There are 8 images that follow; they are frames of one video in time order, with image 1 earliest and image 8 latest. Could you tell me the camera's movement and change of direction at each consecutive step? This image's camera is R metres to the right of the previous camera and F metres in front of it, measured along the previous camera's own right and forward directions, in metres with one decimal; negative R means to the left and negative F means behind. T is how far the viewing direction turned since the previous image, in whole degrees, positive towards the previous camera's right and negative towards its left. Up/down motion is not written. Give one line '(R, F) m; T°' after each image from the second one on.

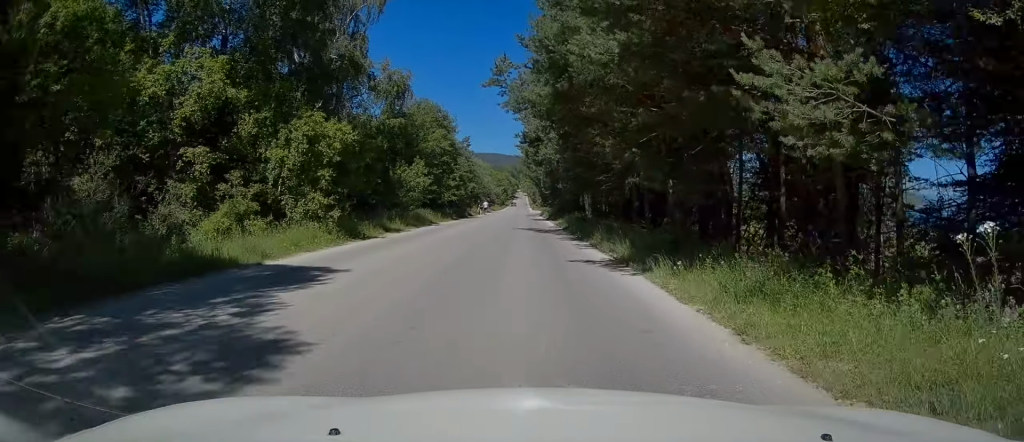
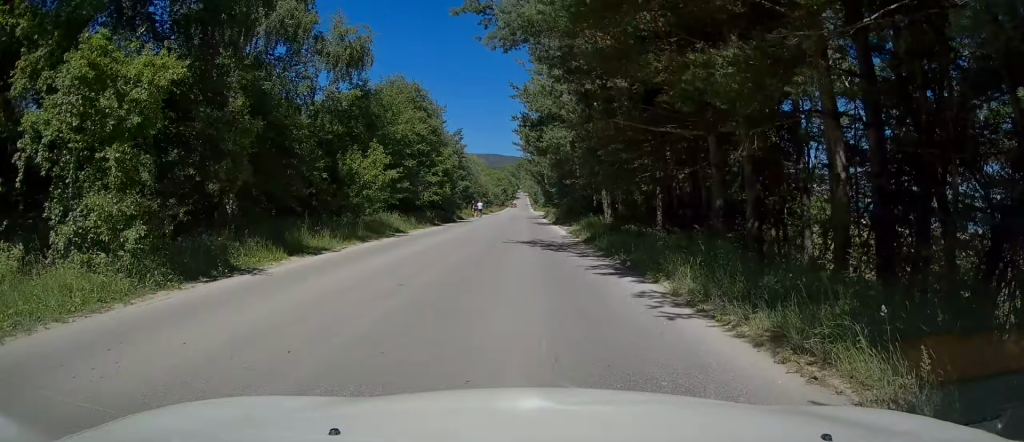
(+0.3, +10.4) m; 0°
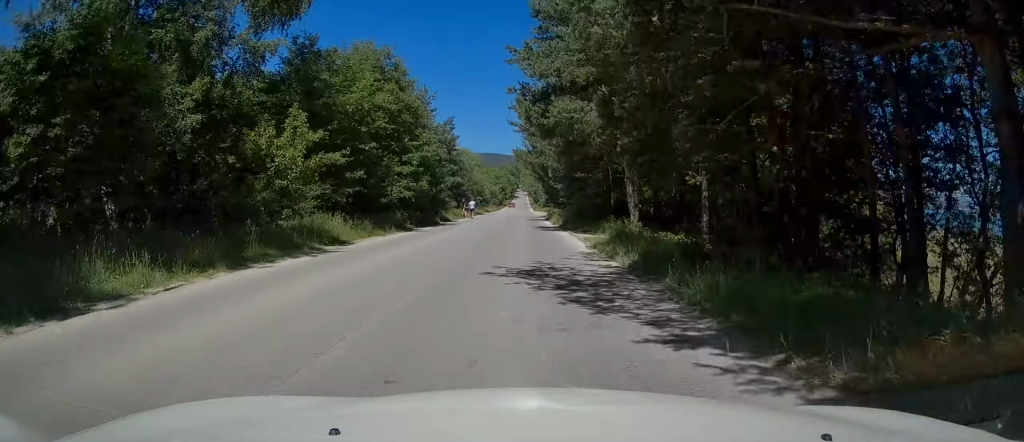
(-0.2, +9.3) m; -1°
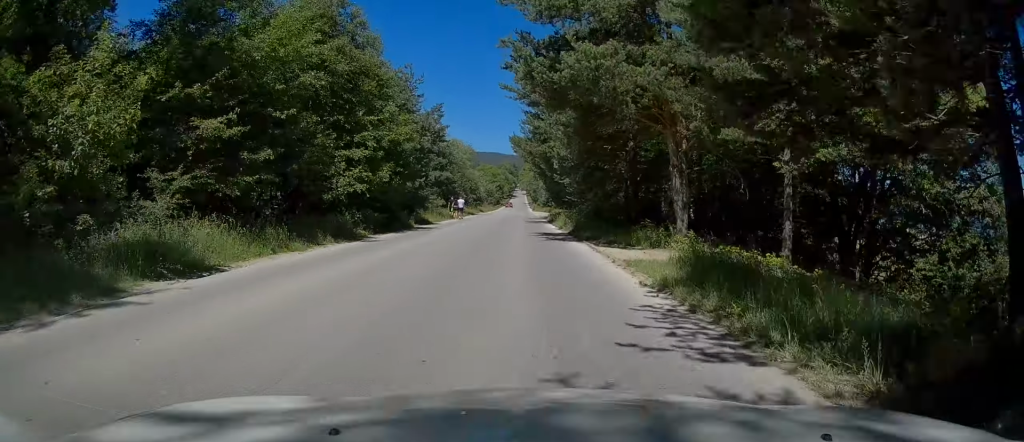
(-0.1, +8.7) m; -1°
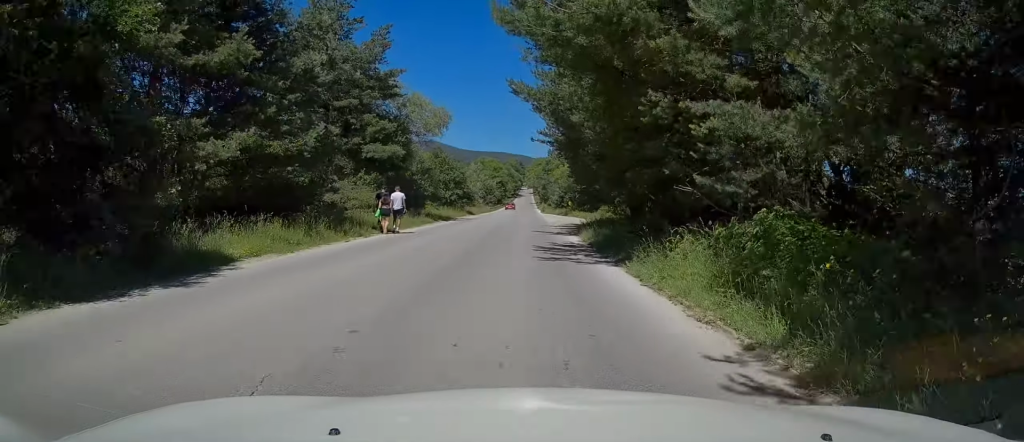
(0.0, +26.5) m; 0°
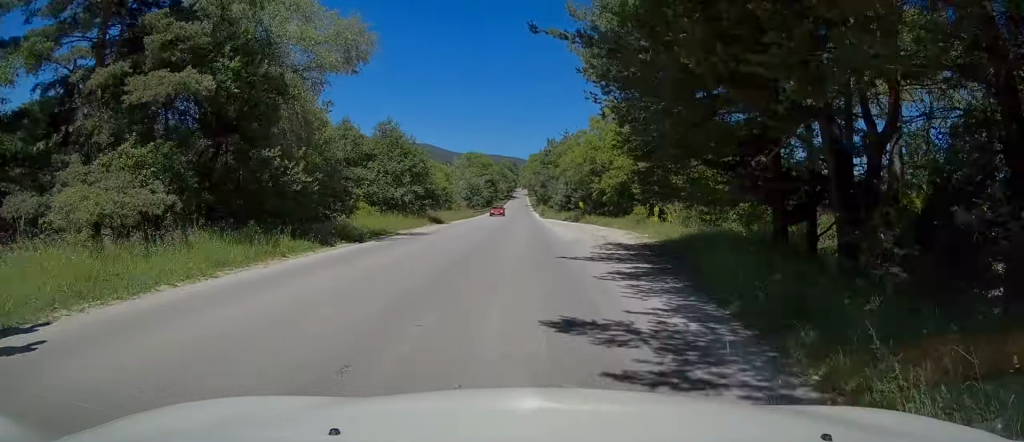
(0.0, +20.6) m; 0°
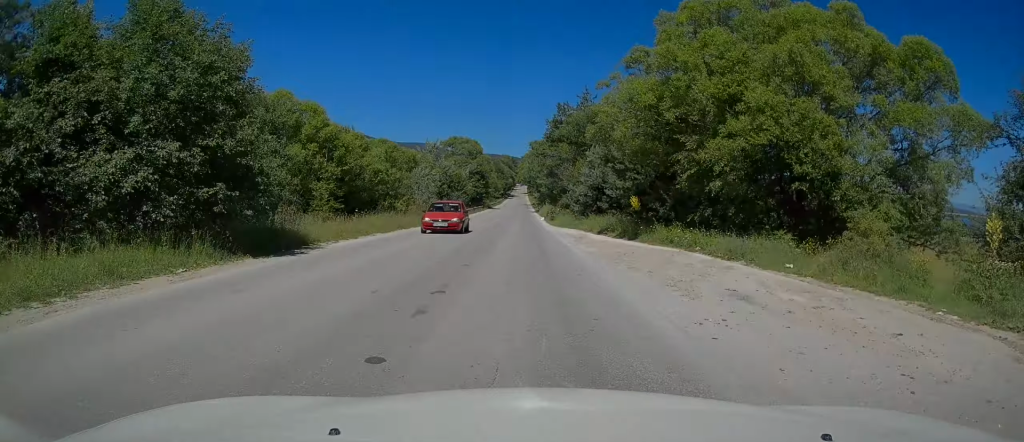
(-0.2, +26.7) m; -1°
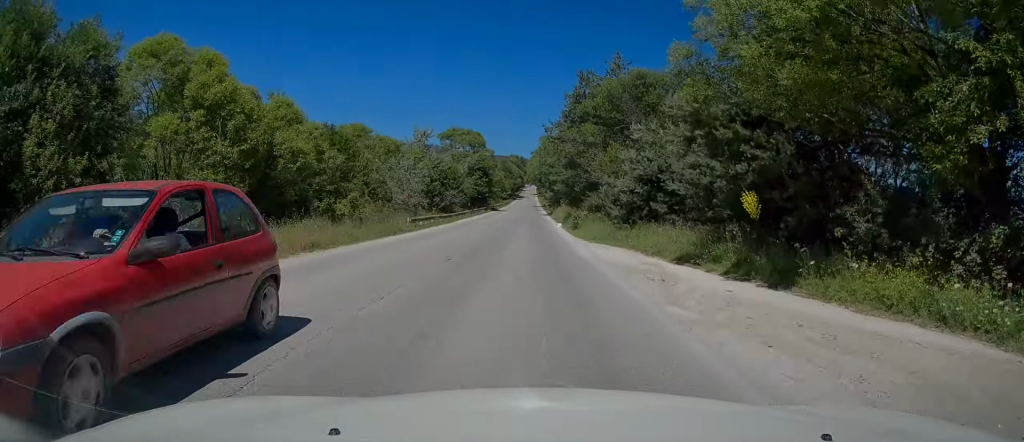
(-0.3, +13.1) m; 0°
